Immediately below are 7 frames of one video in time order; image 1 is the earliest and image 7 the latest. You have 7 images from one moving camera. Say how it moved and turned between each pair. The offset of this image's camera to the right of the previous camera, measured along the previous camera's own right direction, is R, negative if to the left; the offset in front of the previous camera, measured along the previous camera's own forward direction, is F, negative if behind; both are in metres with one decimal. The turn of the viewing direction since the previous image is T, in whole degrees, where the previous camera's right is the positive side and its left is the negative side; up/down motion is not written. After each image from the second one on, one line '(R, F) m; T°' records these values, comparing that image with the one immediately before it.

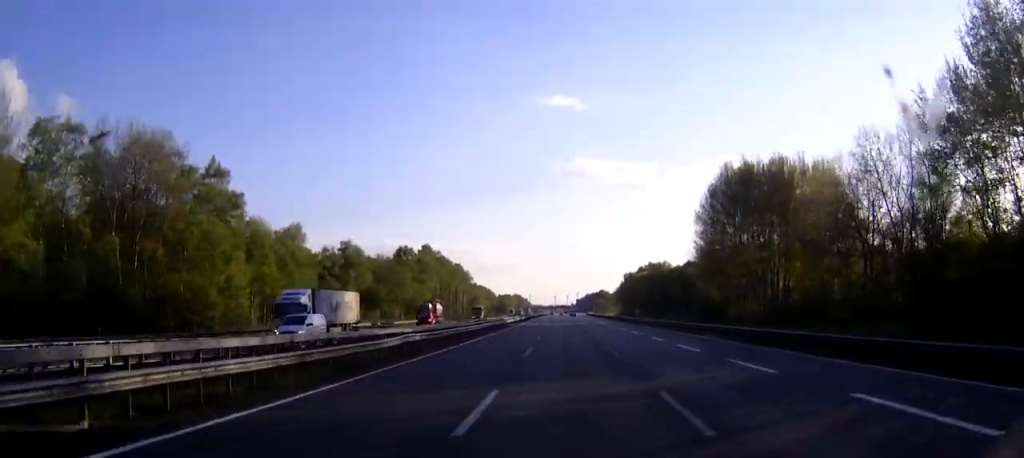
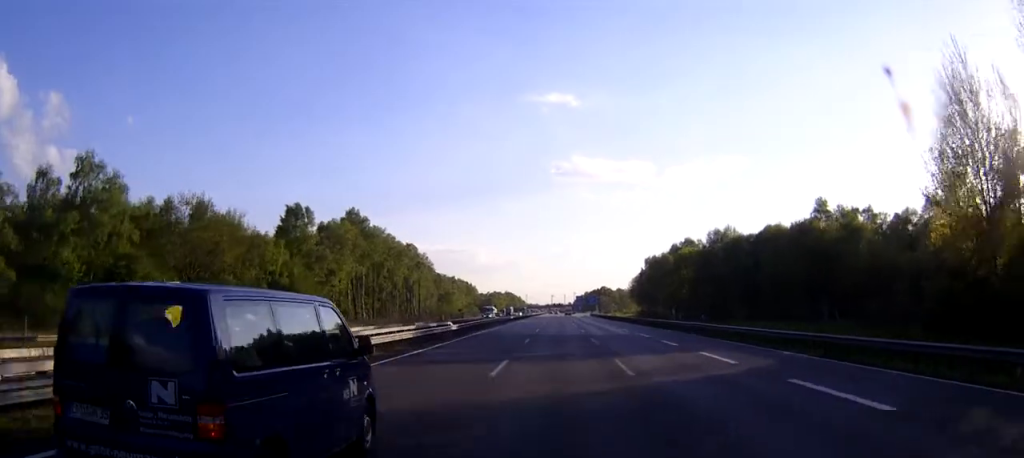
(+0.3, +80.4) m; +1°
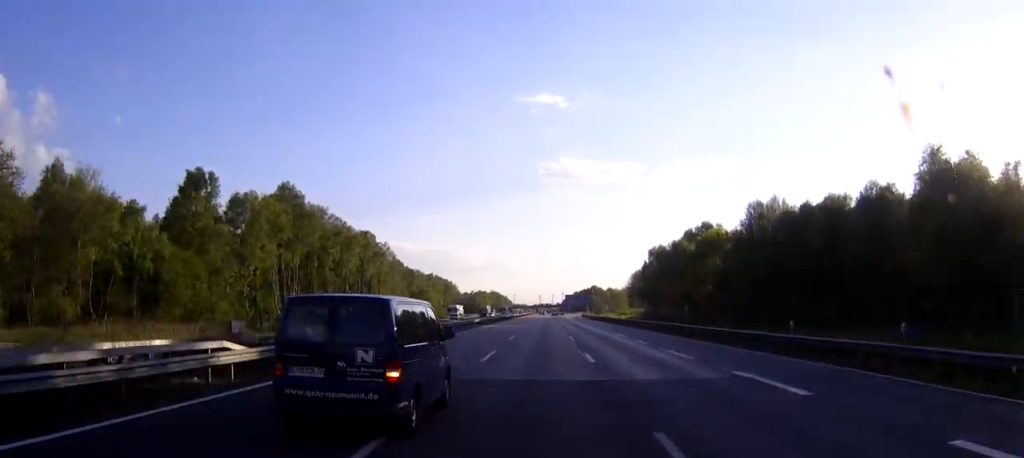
(+0.3, +33.0) m; +1°
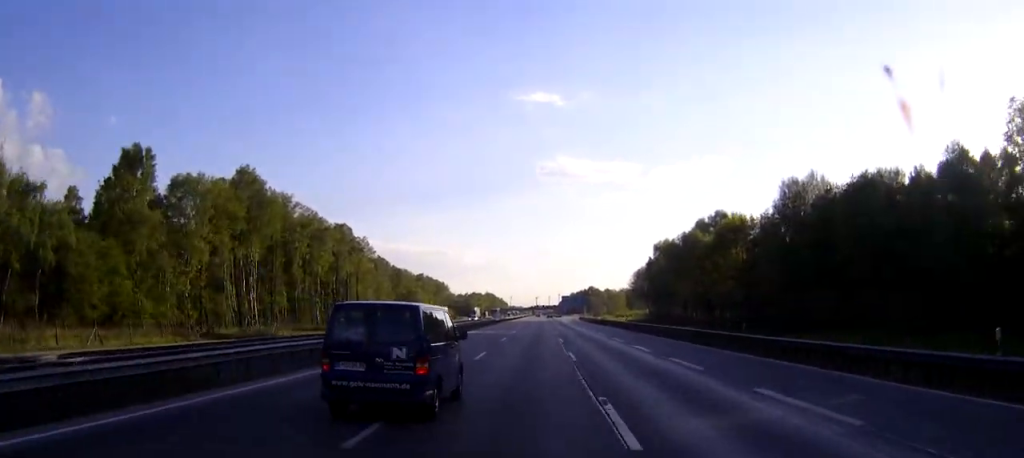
(0.0, +15.6) m; 0°
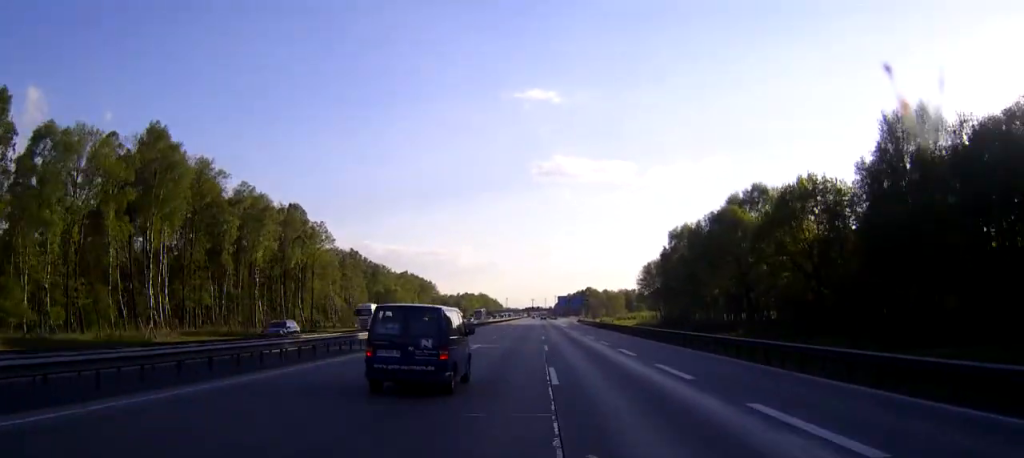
(+0.1, +26.4) m; 0°
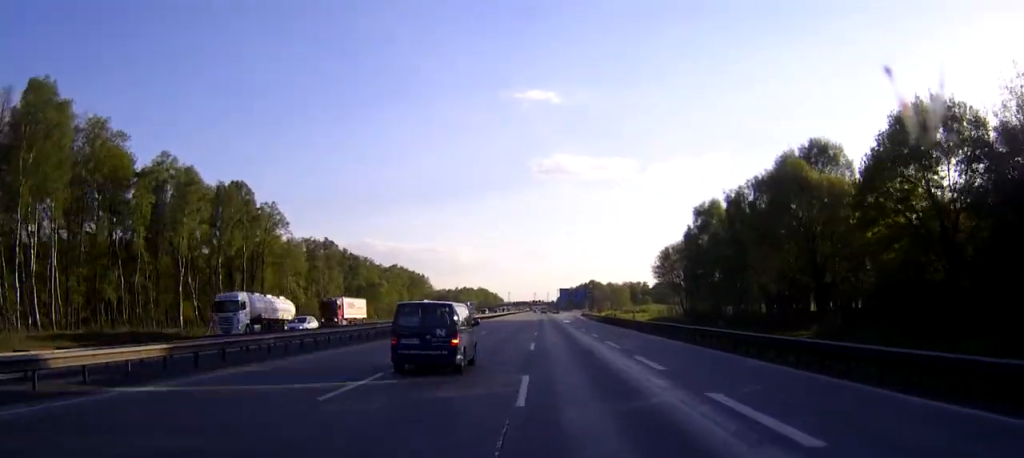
(0.0, +23.5) m; 0°
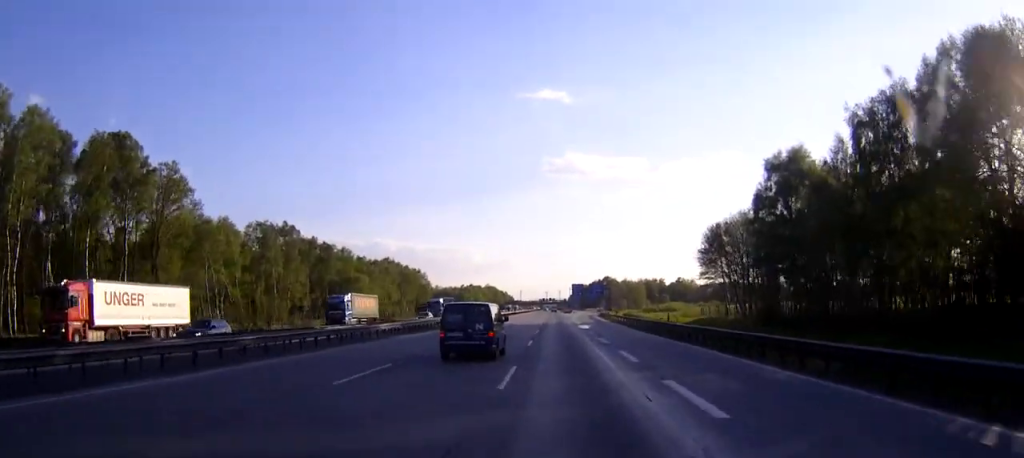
(-0.2, +33.3) m; -1°
